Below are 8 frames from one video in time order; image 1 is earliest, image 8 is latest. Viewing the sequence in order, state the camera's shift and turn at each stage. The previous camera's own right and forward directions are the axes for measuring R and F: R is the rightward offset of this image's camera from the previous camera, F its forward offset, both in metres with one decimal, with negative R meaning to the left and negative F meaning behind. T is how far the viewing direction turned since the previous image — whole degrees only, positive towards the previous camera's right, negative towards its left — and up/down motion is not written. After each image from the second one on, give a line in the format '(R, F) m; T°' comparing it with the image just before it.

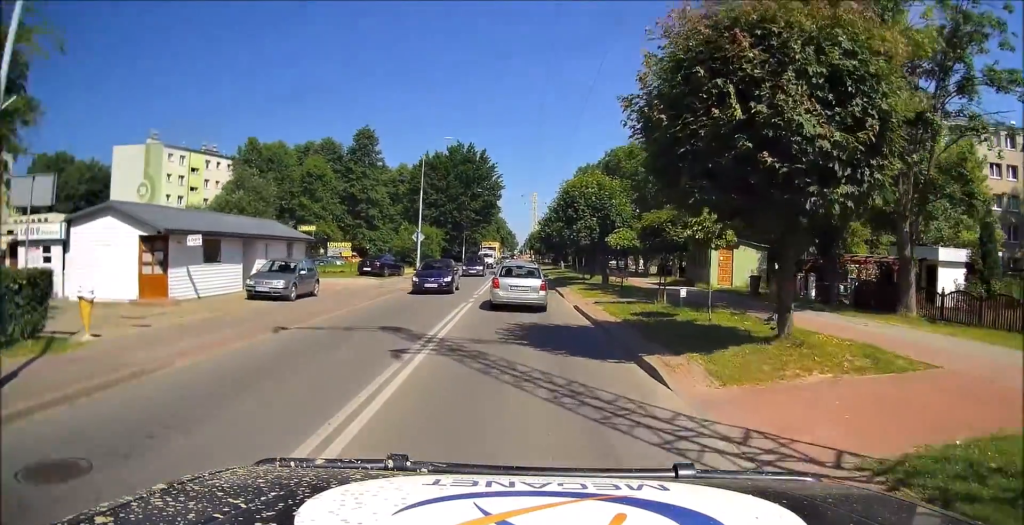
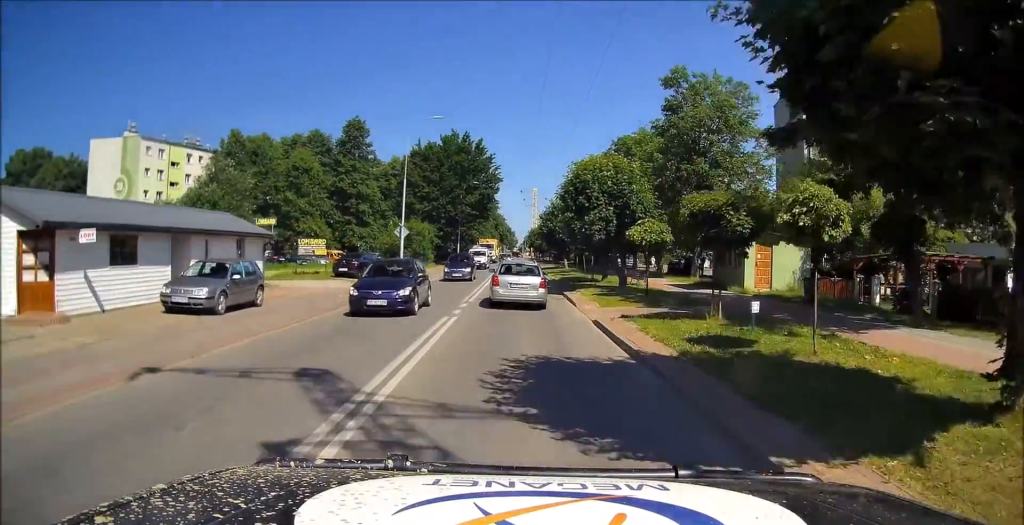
(+0.1, +5.1) m; +1°
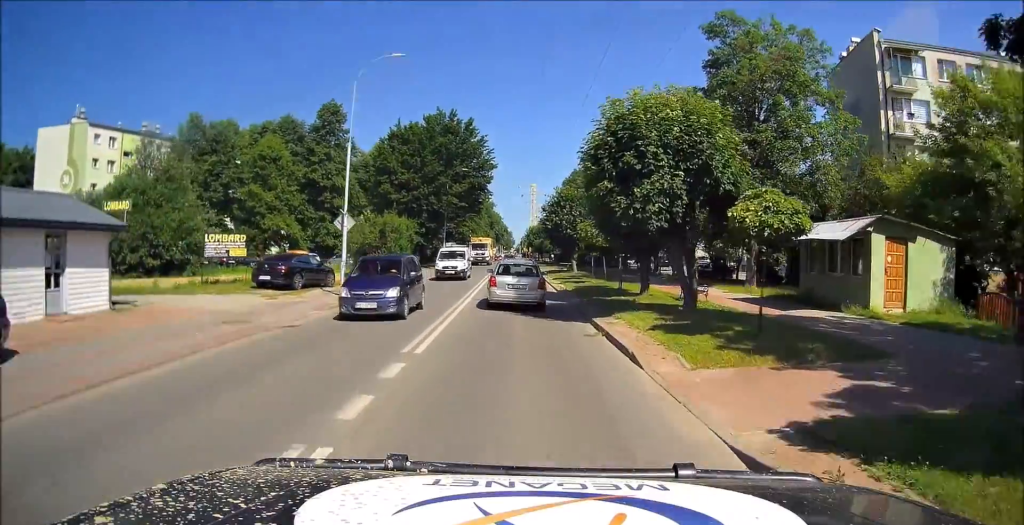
(+0.1, +10.5) m; 0°
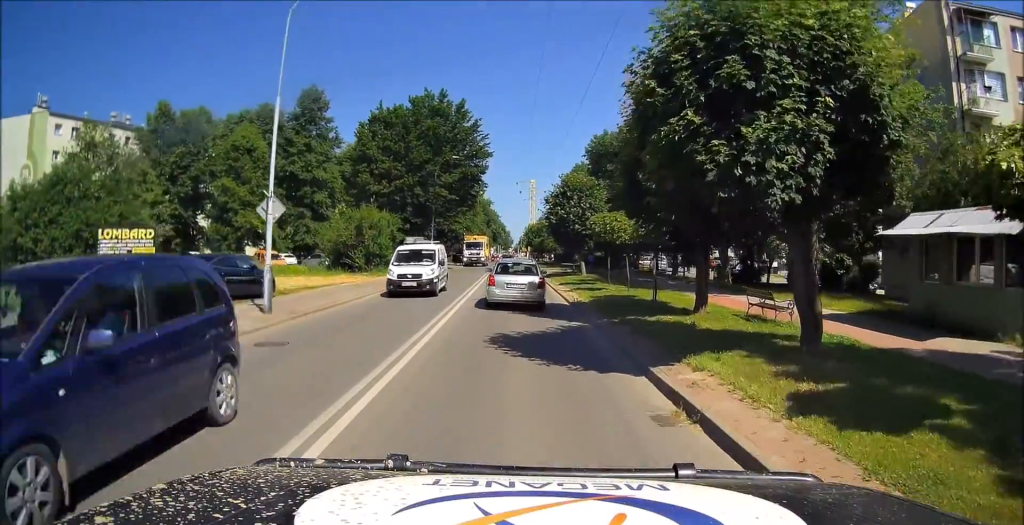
(0.0, +7.1) m; 0°
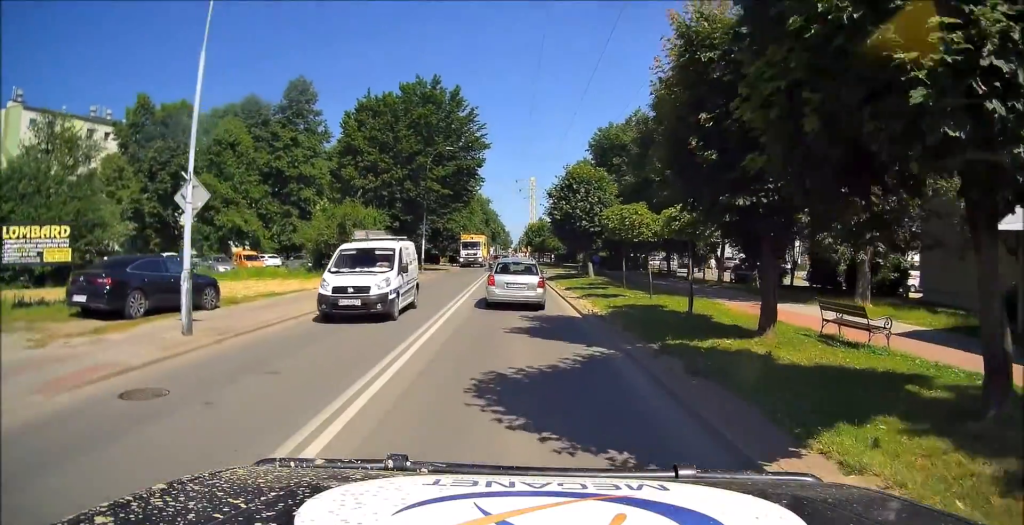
(-0.1, +4.4) m; +1°
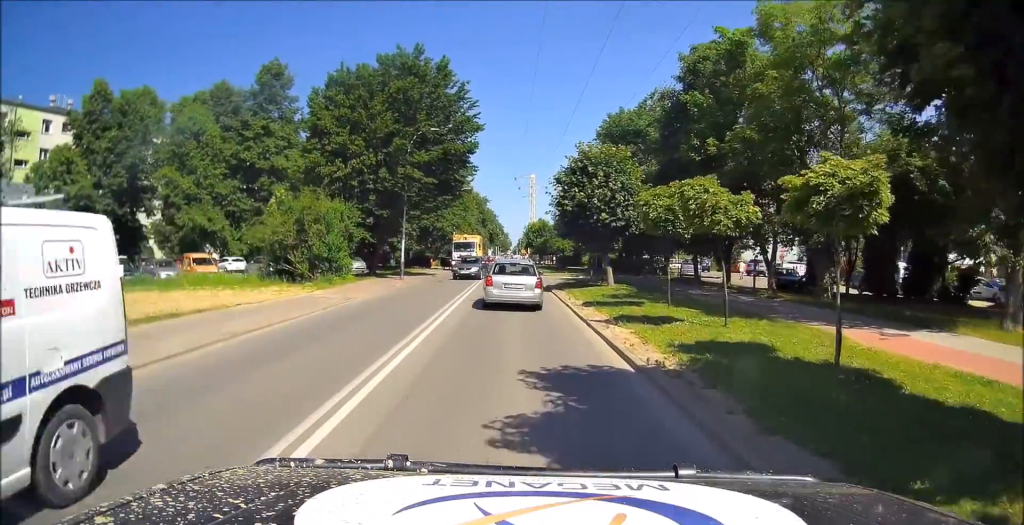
(+0.1, +8.2) m; +1°
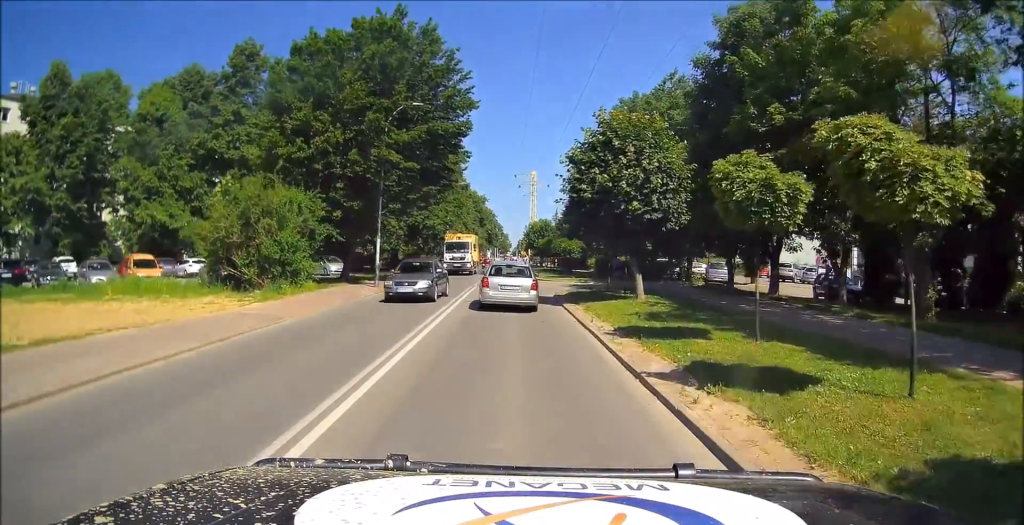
(+0.1, +7.3) m; +1°
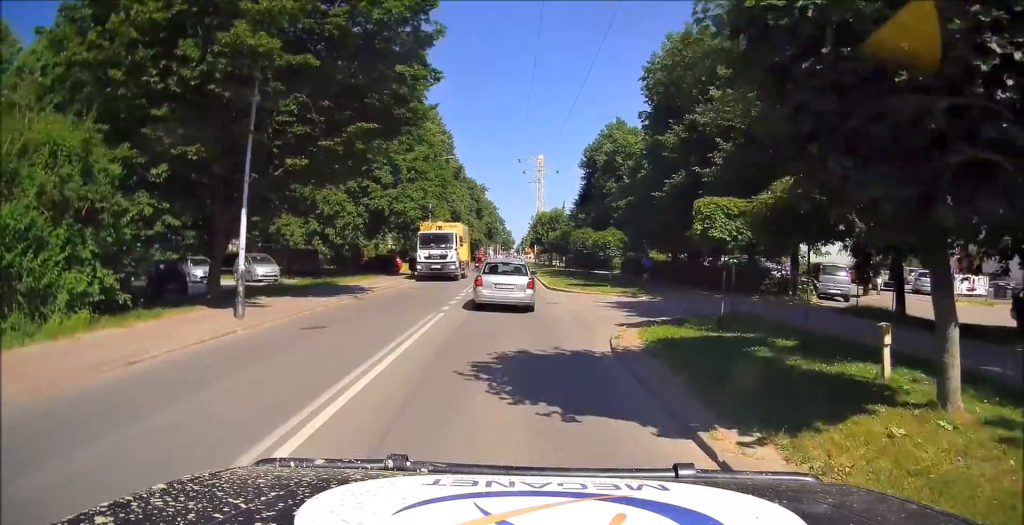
(0.0, +15.6) m; 0°
